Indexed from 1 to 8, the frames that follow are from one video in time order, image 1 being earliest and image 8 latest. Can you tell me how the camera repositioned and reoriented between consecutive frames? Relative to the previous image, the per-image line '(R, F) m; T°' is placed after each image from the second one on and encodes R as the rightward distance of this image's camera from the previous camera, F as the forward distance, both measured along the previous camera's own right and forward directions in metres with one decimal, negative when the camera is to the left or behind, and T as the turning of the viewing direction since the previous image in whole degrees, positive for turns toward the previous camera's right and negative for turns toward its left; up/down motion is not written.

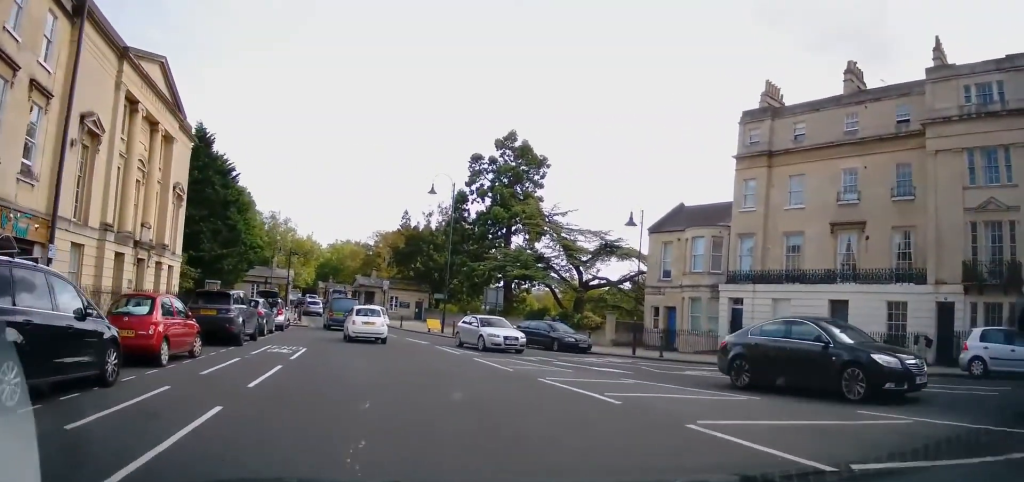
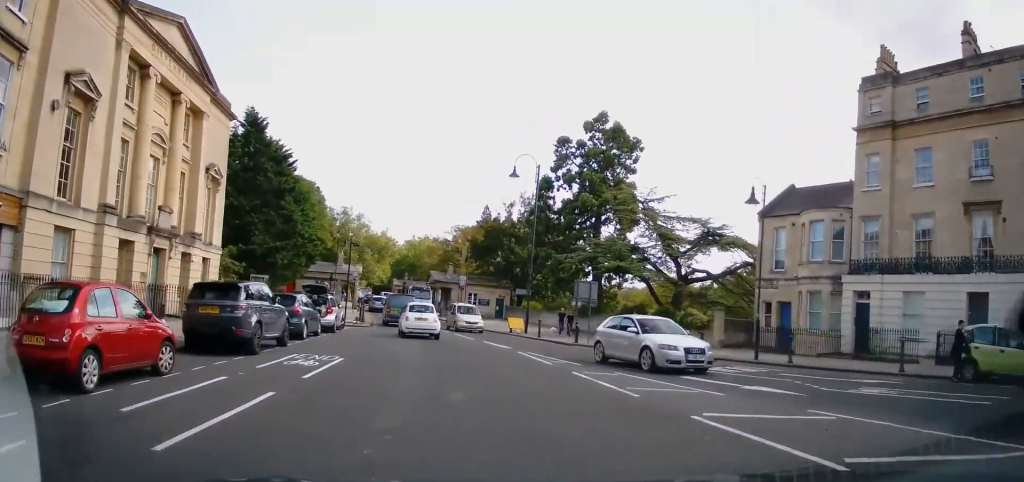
(-0.9, +4.5) m; -7°
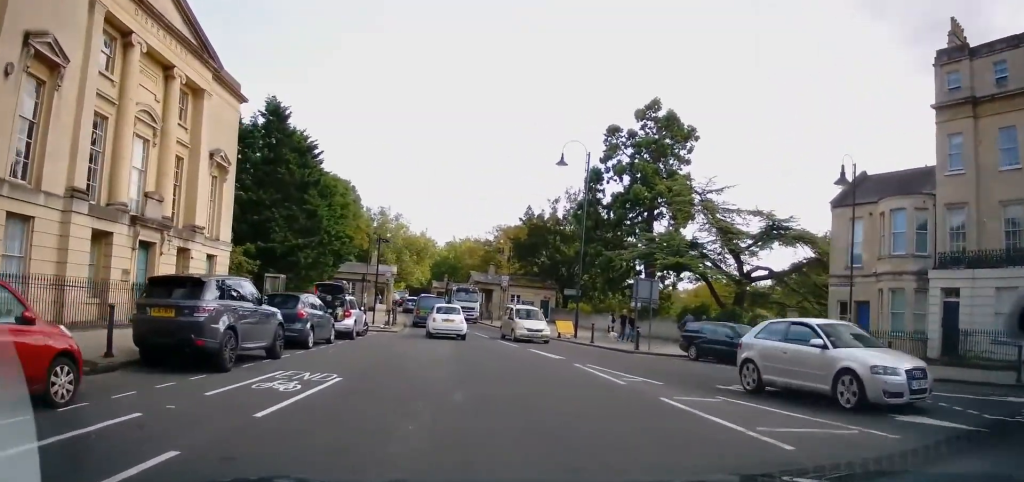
(-0.1, +3.5) m; -3°
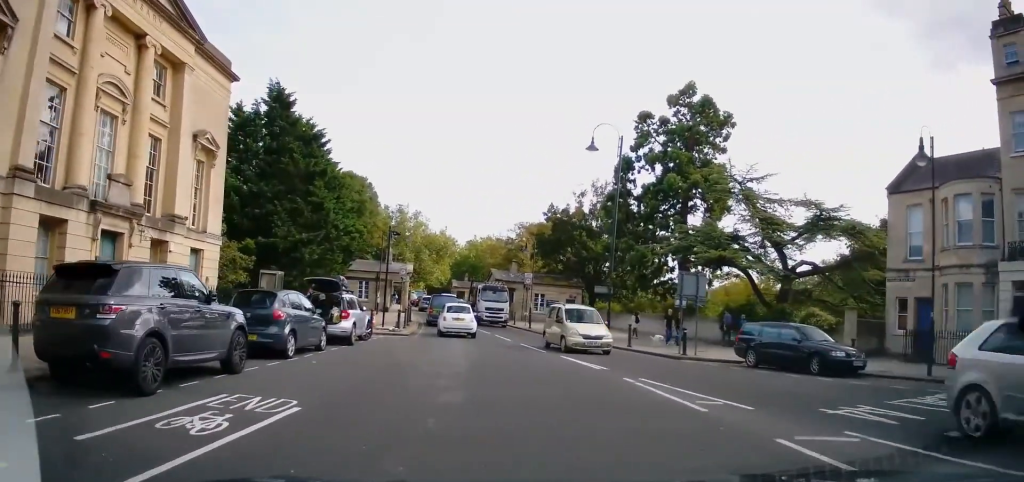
(+0.1, +3.1) m; -1°
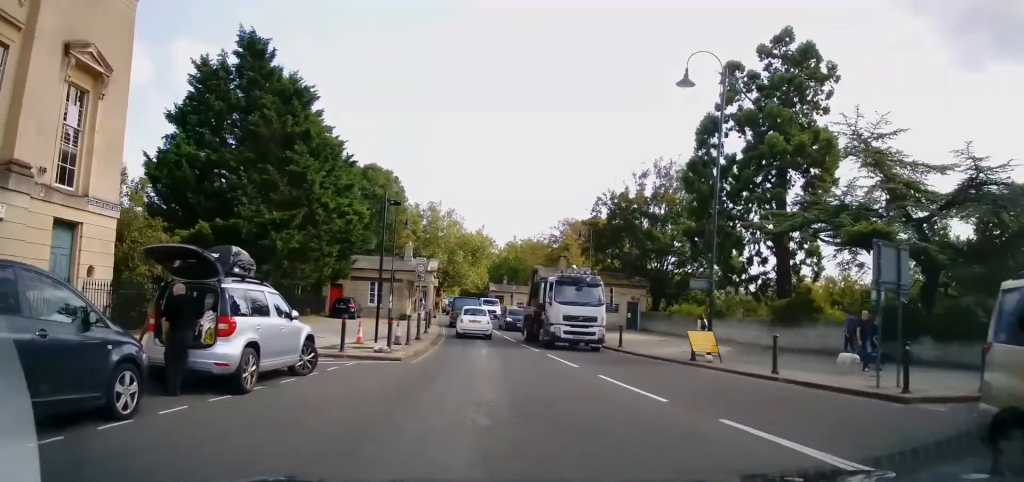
(-0.9, +10.1) m; -9°
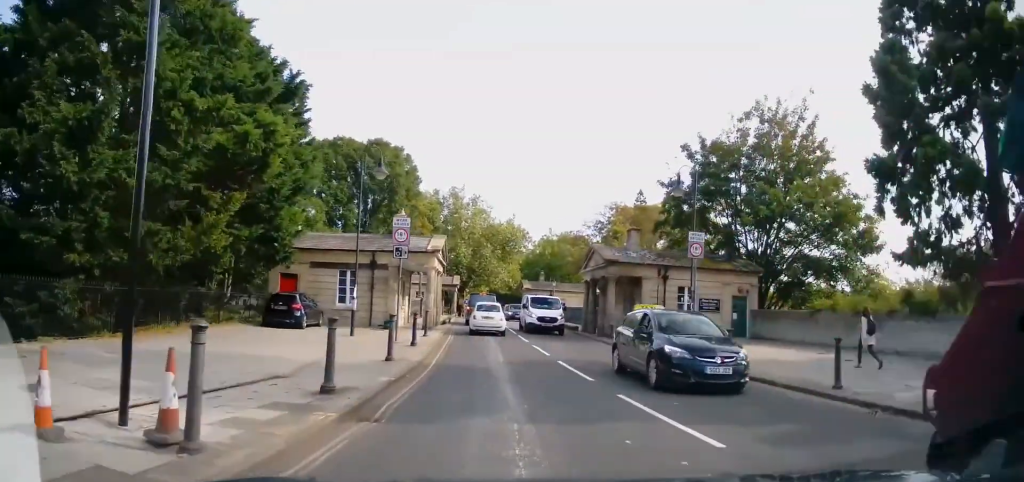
(-0.9, +15.1) m; -4°
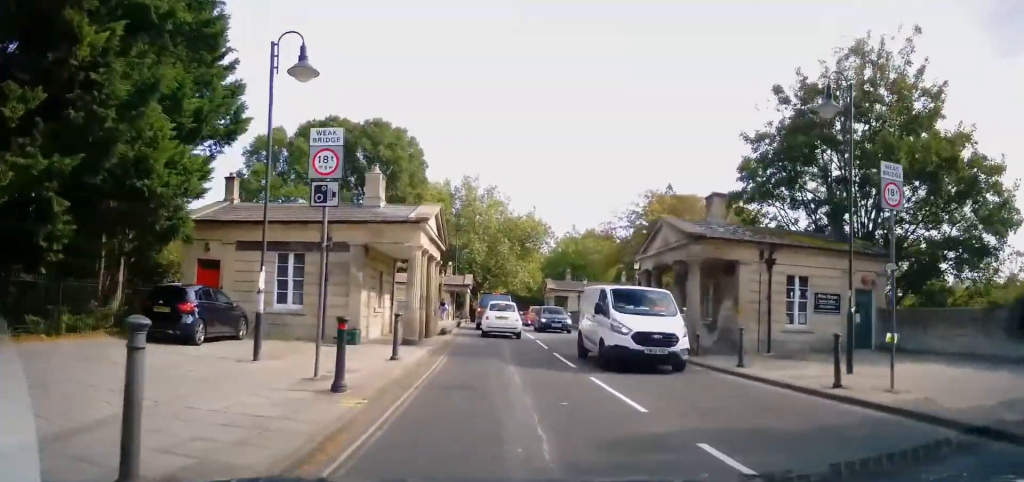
(0.0, +10.0) m; 0°
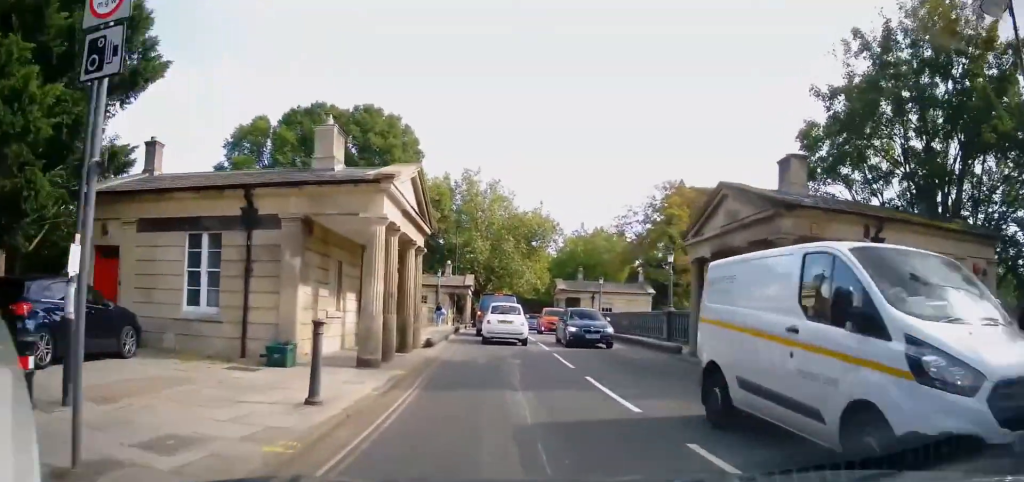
(0.0, +5.7) m; -1°
